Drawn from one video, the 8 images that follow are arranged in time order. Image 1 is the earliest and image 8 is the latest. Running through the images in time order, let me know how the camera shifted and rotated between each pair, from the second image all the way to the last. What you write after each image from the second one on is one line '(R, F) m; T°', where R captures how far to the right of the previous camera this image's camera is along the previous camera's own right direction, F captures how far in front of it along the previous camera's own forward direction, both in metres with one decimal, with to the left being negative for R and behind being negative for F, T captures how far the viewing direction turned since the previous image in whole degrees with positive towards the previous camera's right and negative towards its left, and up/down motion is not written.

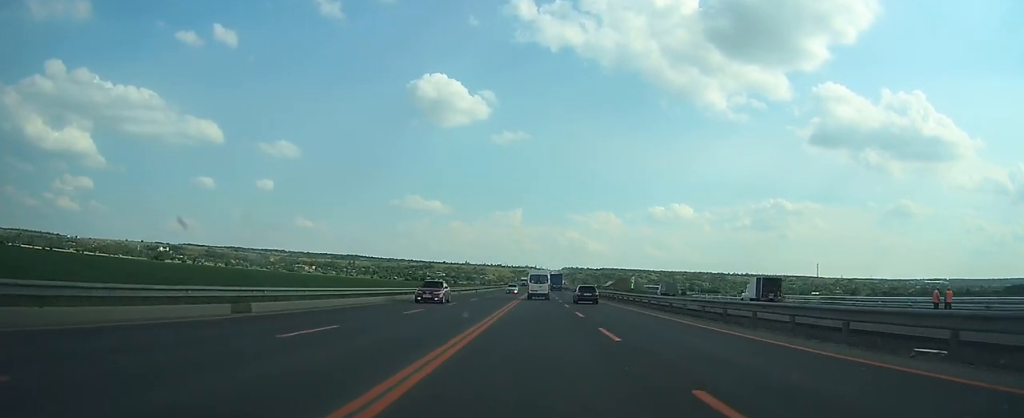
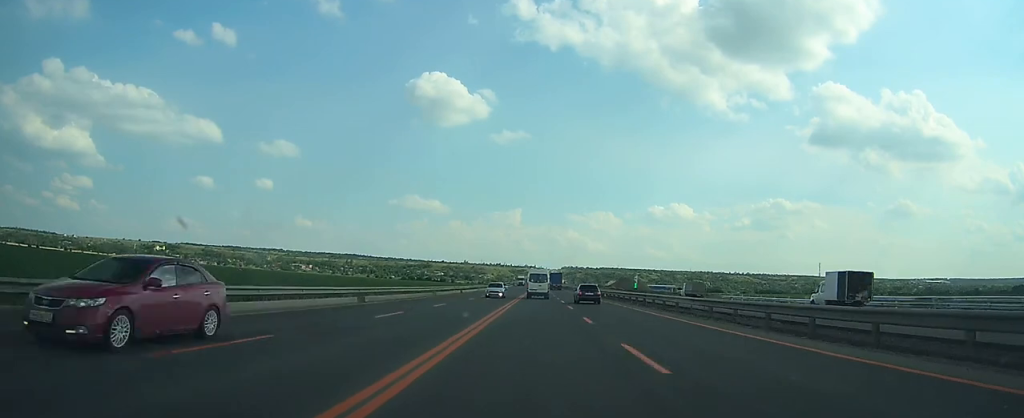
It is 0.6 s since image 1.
(0.0, +16.4) m; 0°
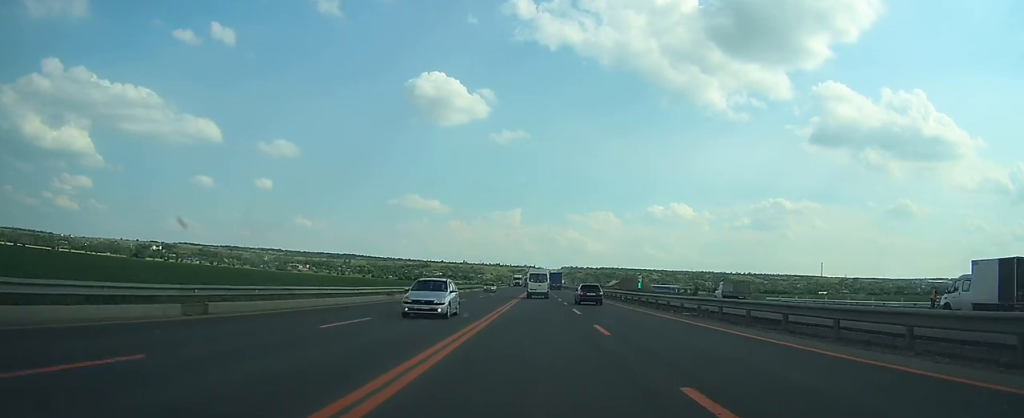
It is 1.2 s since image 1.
(0.0, +16.3) m; 0°
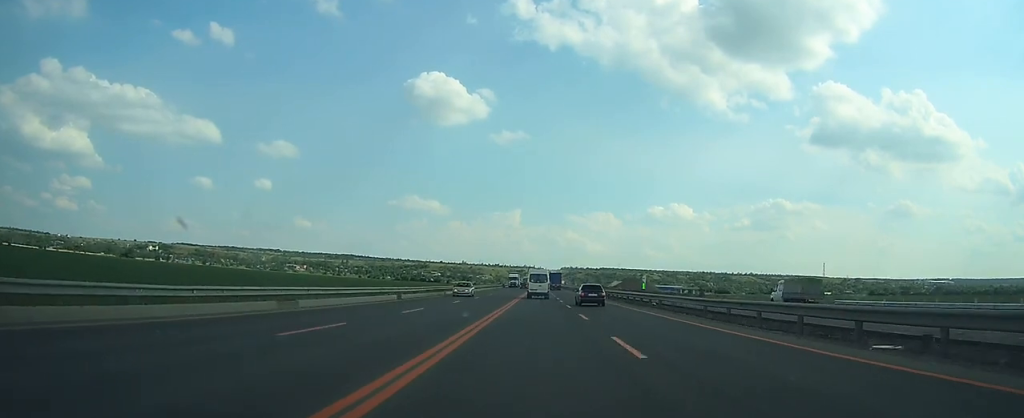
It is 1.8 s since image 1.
(0.0, +16.3) m; 0°
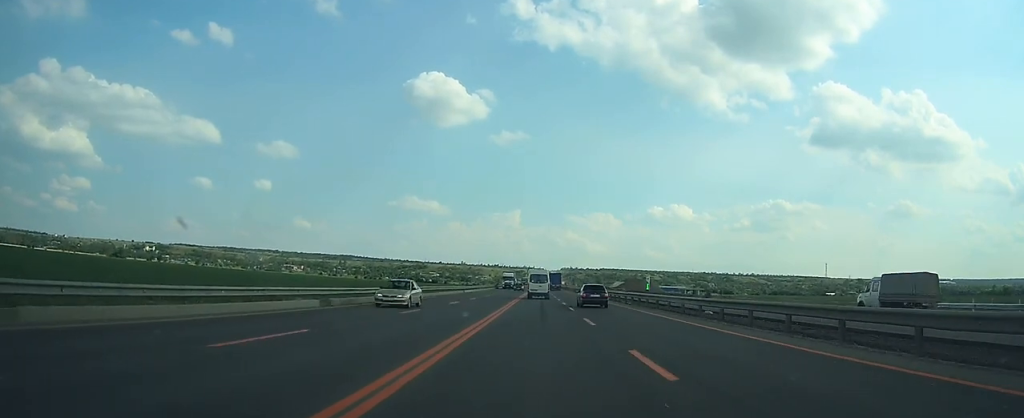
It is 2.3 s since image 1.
(0.0, +14.4) m; 0°
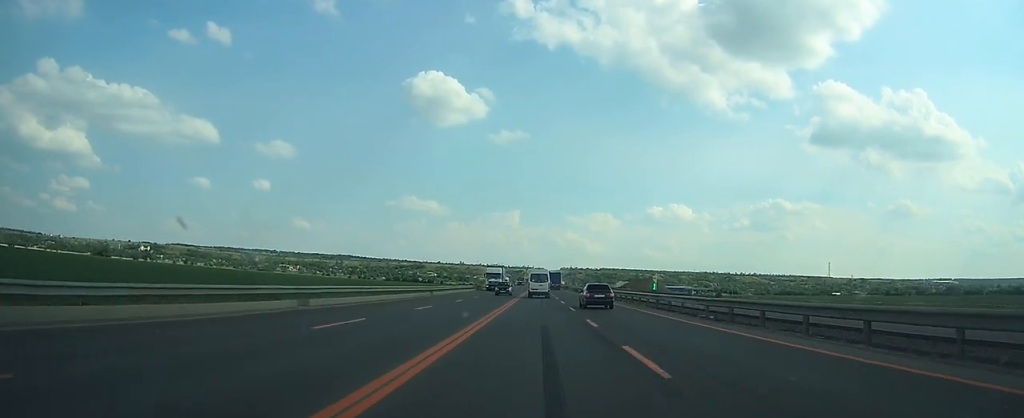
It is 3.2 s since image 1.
(0.0, +22.4) m; 0°
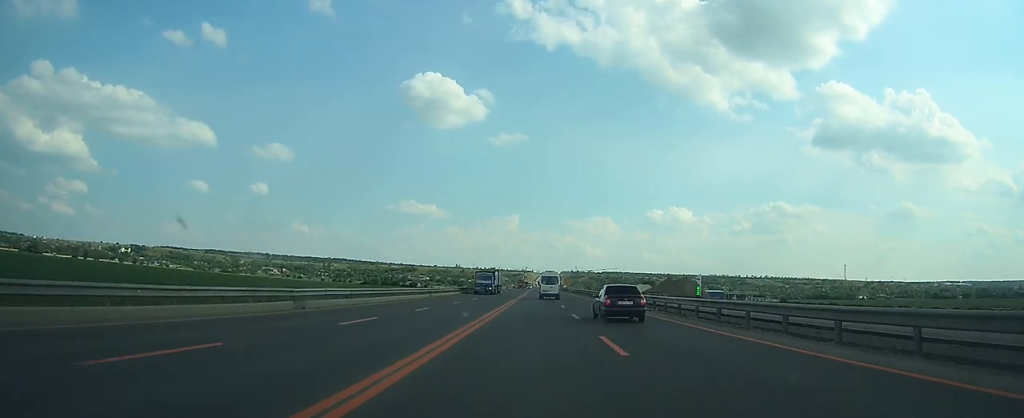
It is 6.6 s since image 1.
(+0.2, +90.4) m; 0°
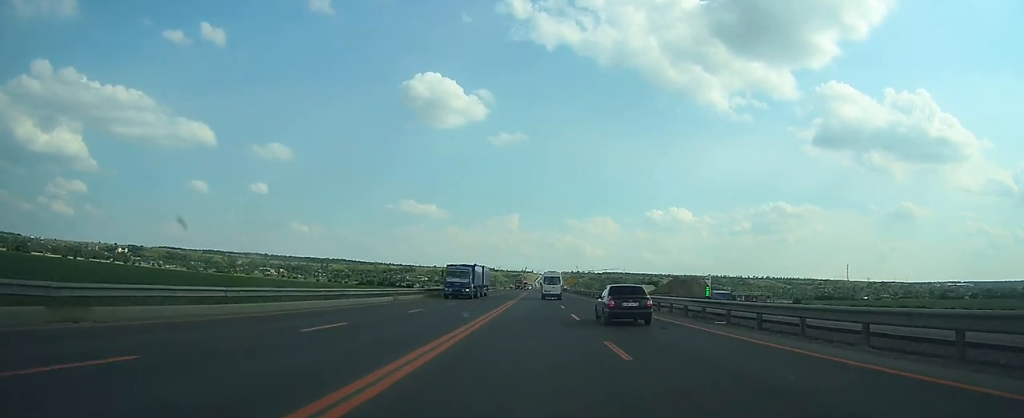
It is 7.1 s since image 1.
(0.0, +13.2) m; 0°
